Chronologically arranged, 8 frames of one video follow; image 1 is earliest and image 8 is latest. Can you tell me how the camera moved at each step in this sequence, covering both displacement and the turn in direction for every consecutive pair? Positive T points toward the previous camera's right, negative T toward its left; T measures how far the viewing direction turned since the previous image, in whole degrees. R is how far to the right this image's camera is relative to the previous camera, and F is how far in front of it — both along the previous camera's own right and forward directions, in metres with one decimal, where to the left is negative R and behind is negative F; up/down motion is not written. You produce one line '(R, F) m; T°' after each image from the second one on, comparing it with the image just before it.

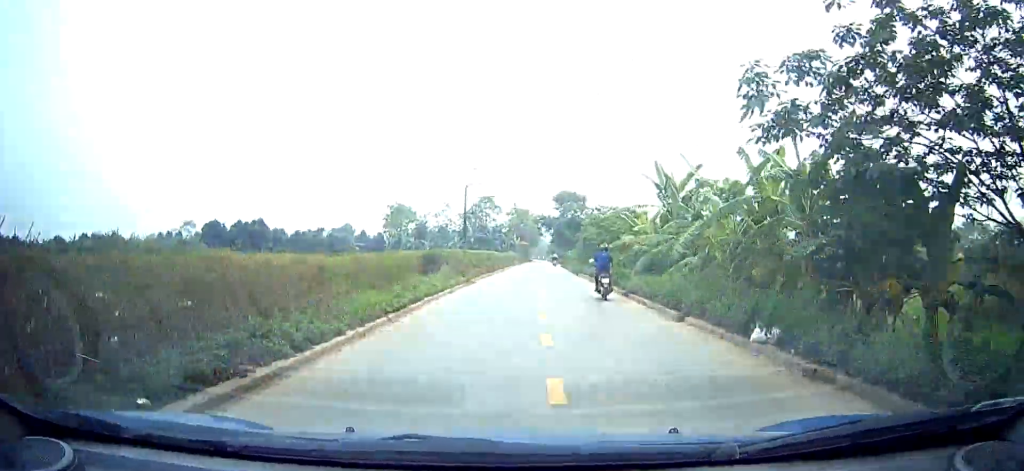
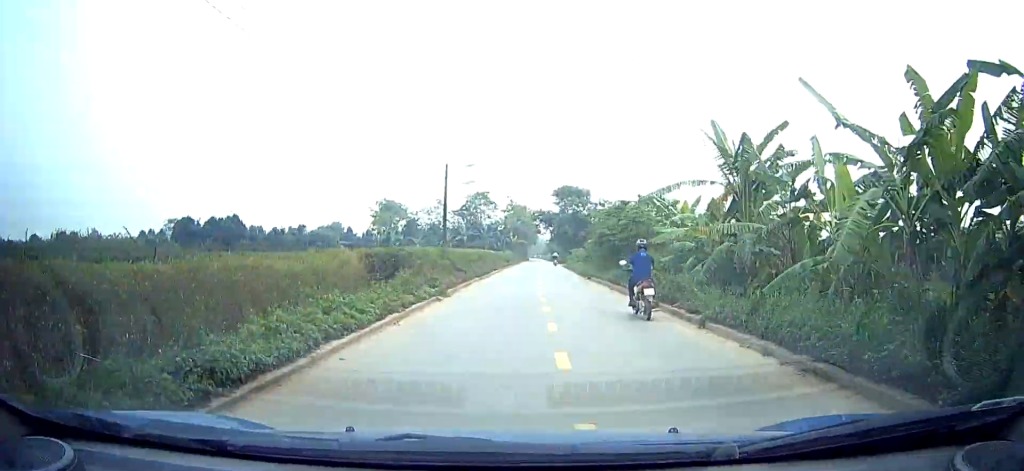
(-0.3, +7.5) m; 0°
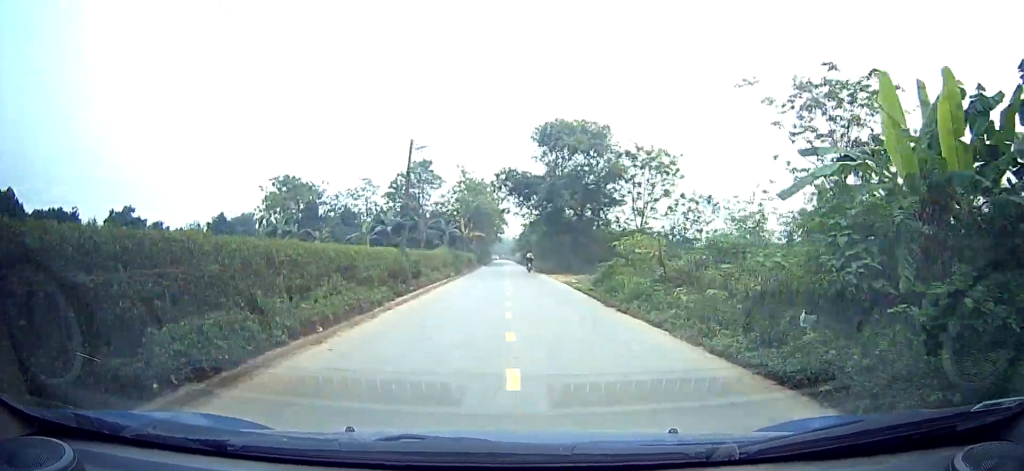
(+0.7, +38.8) m; -1°
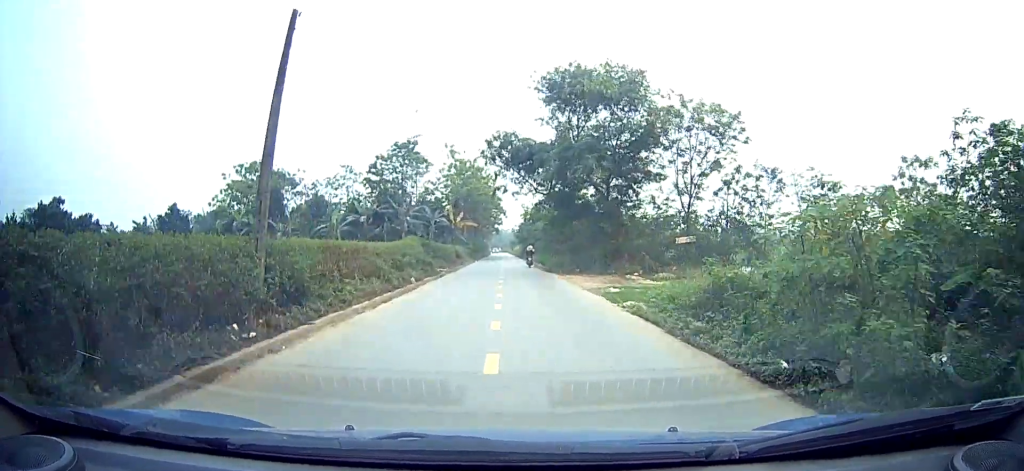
(-0.2, +11.1) m; -1°
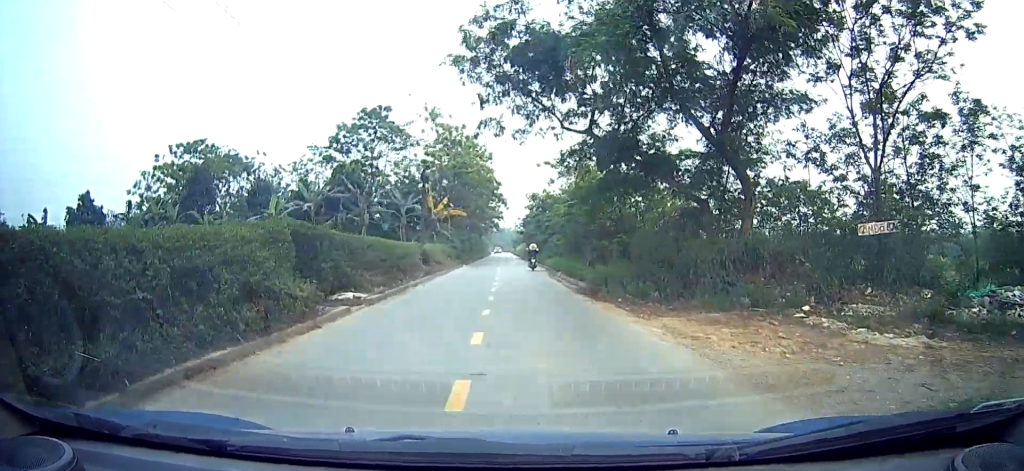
(+0.1, +16.7) m; +1°
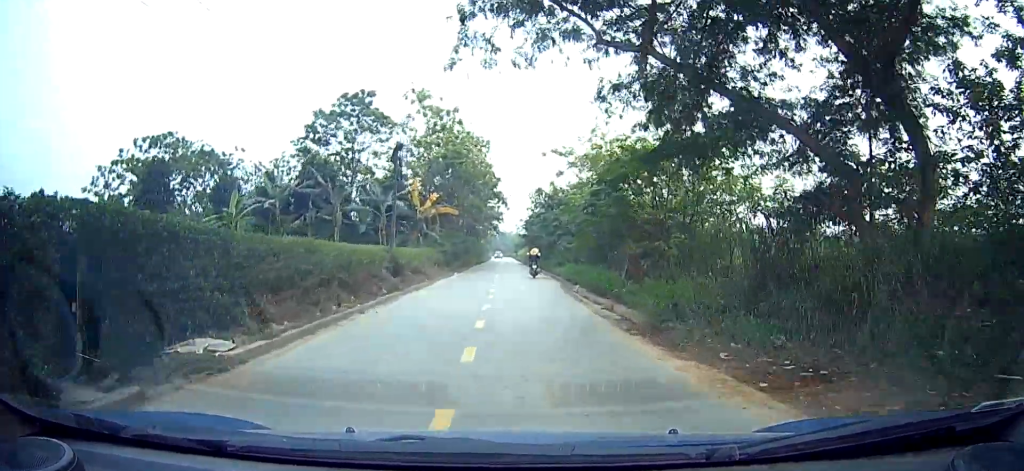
(-0.1, +7.3) m; +1°
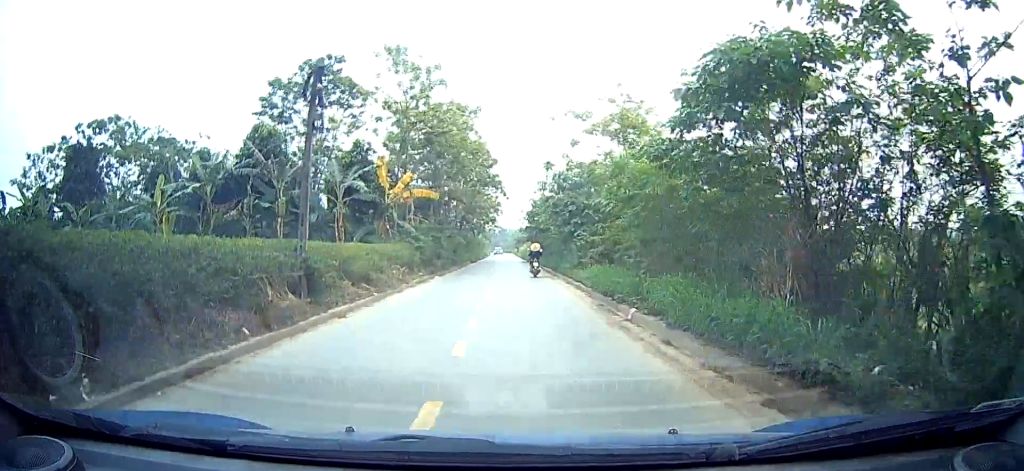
(+0.3, +9.8) m; +1°
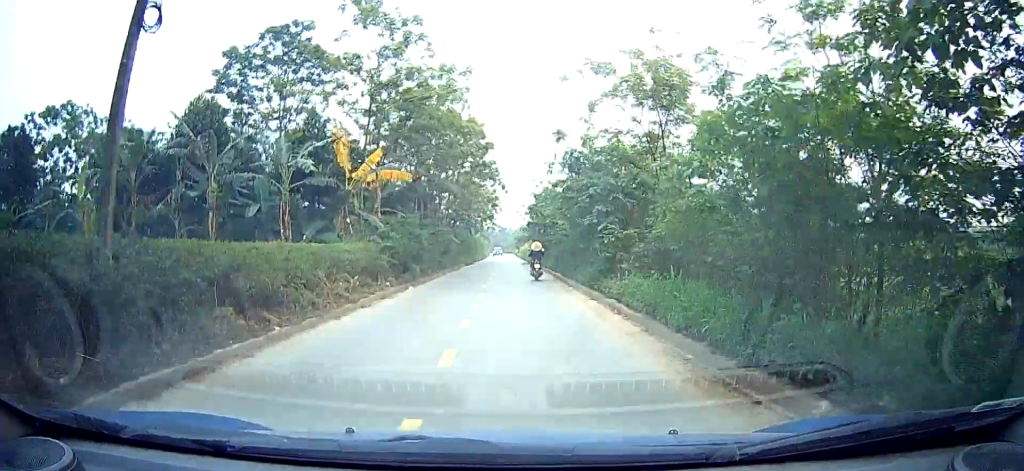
(+0.3, +8.0) m; 0°
